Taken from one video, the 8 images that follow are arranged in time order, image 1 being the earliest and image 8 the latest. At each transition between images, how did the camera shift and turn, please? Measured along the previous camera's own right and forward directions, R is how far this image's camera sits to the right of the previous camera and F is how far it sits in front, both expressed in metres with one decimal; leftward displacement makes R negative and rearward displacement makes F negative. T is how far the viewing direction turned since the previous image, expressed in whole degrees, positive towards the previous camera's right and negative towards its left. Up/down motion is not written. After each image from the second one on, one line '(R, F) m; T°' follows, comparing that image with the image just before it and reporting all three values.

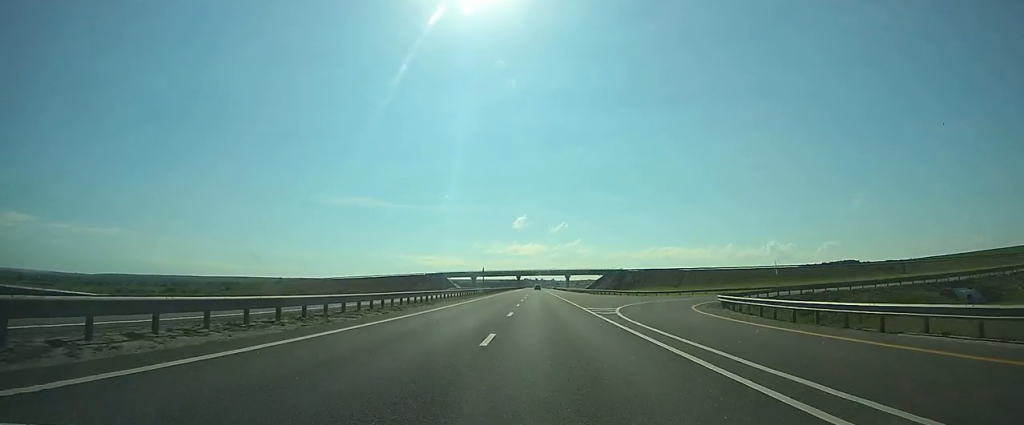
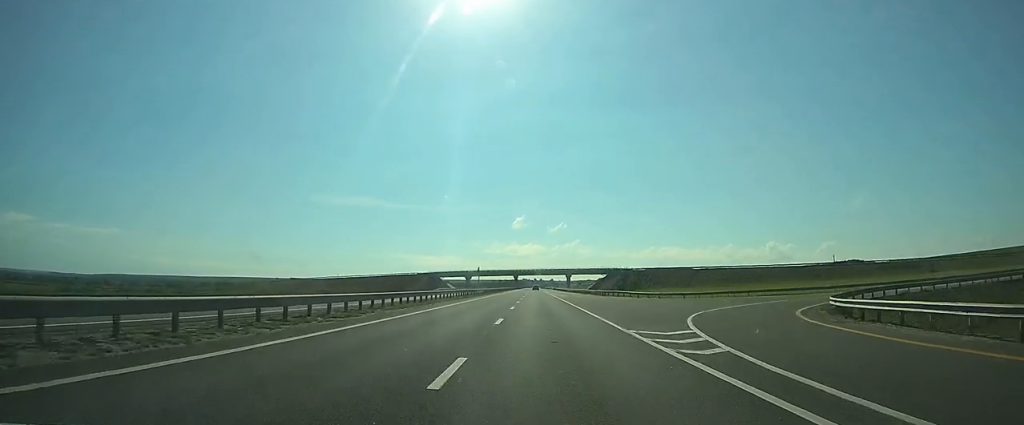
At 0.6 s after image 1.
(0.0, +16.8) m; 0°
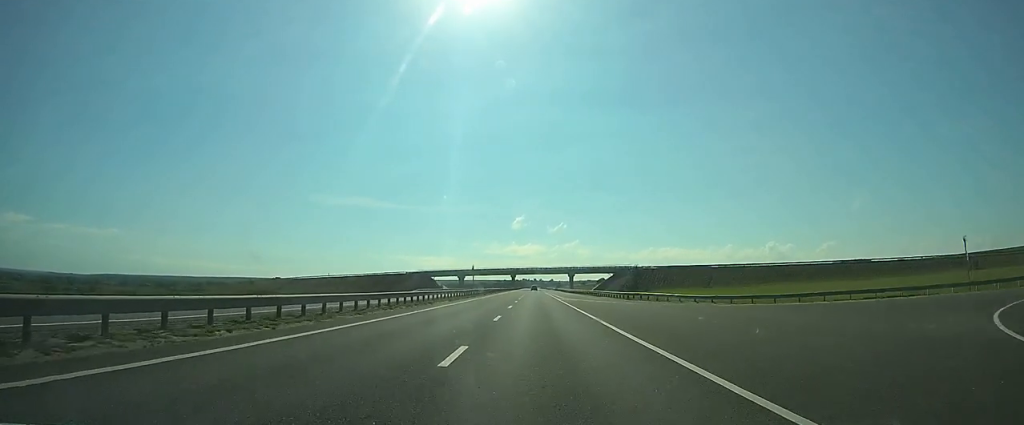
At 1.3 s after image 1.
(+0.1, +21.7) m; 0°
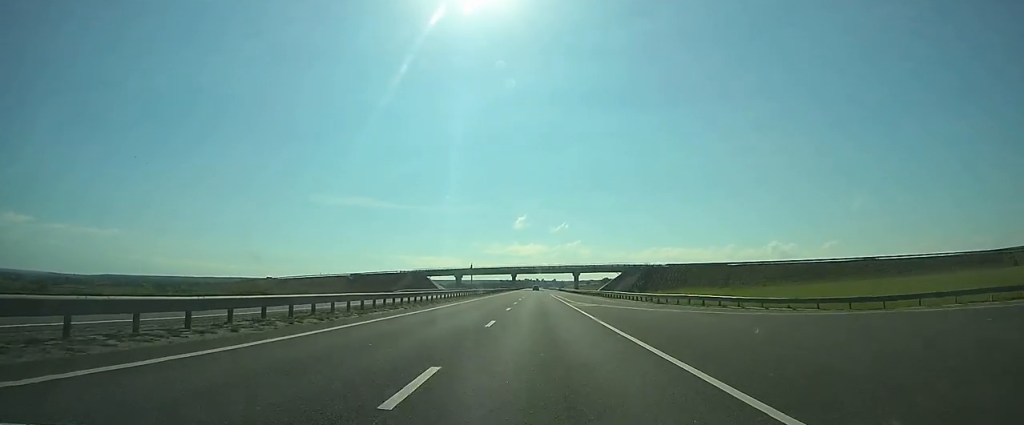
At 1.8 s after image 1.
(0.0, +14.8) m; 0°
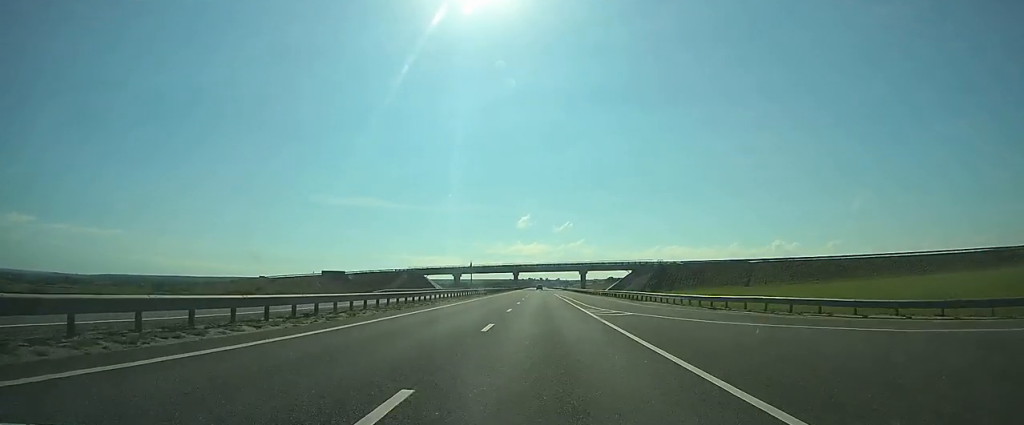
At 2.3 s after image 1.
(-0.1, +13.8) m; 0°
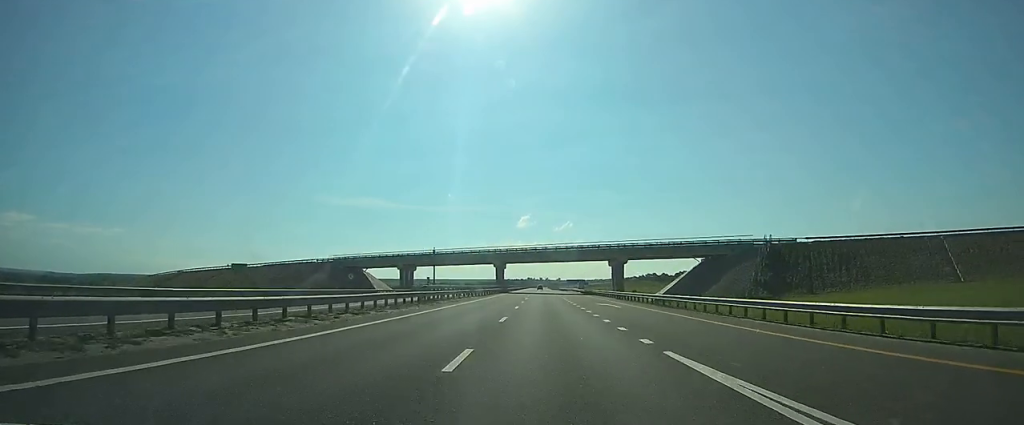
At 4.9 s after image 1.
(-0.3, +77.9) m; 0°
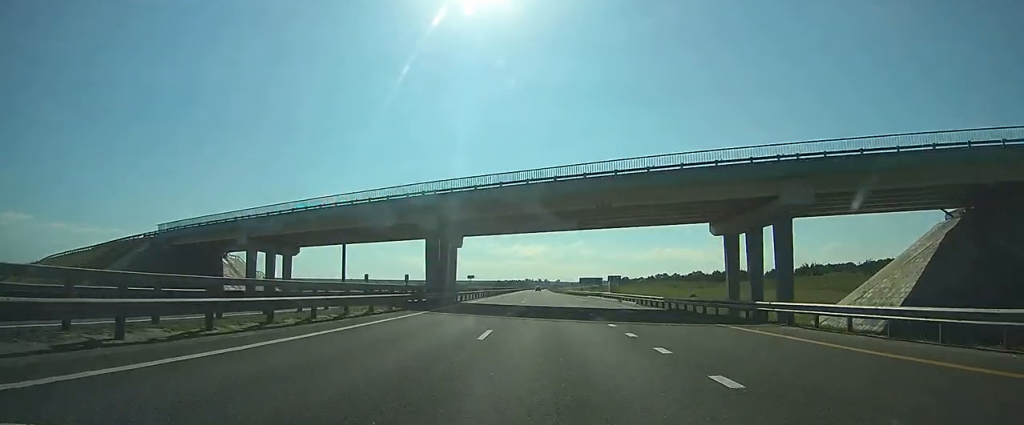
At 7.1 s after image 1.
(0.0, +65.4) m; 0°
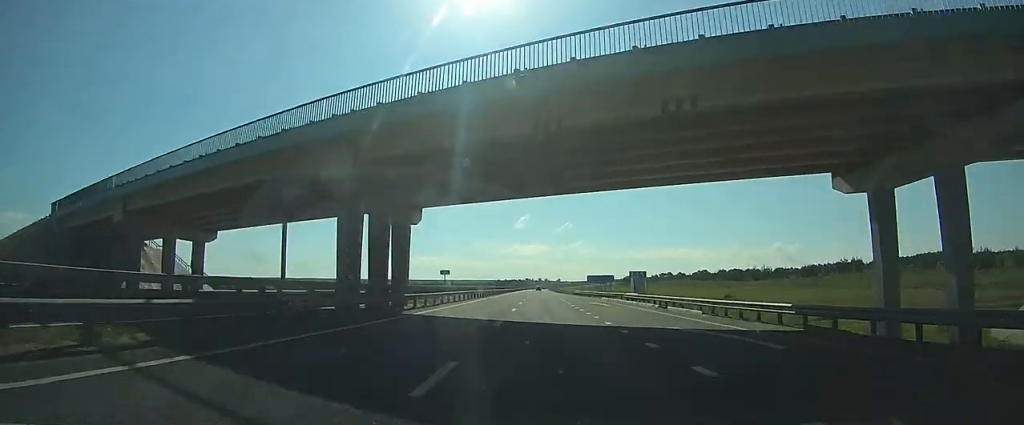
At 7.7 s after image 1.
(0.0, +18.8) m; 0°
